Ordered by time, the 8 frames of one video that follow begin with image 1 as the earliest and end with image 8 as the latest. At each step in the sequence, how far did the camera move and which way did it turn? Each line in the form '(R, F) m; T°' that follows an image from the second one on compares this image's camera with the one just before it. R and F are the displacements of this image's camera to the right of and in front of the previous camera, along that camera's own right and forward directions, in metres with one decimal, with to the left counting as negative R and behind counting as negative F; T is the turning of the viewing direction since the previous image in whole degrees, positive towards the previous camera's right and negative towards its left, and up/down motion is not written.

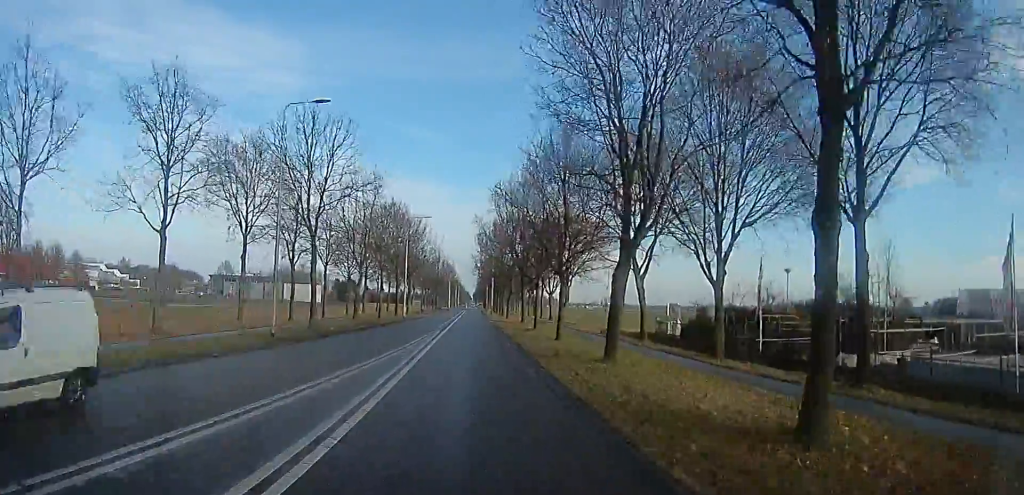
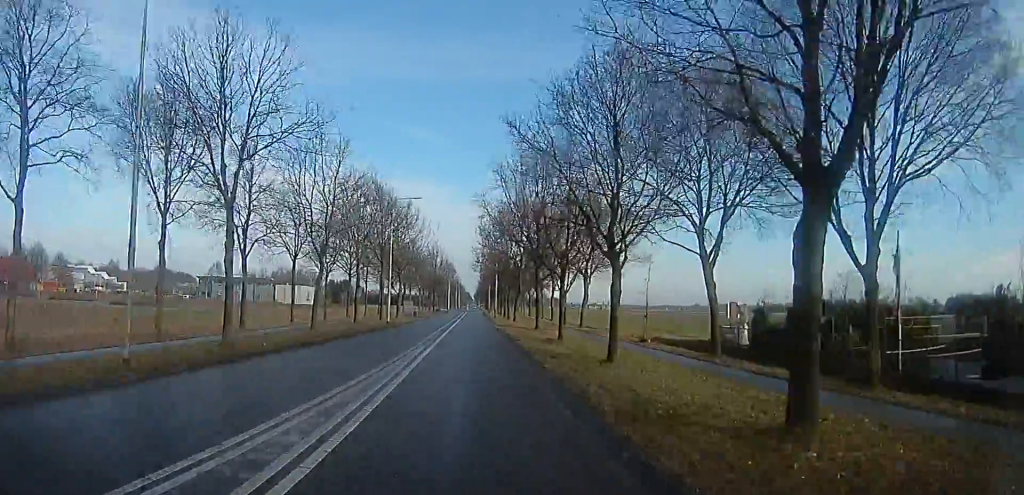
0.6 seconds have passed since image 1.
(-0.2, +10.0) m; 0°
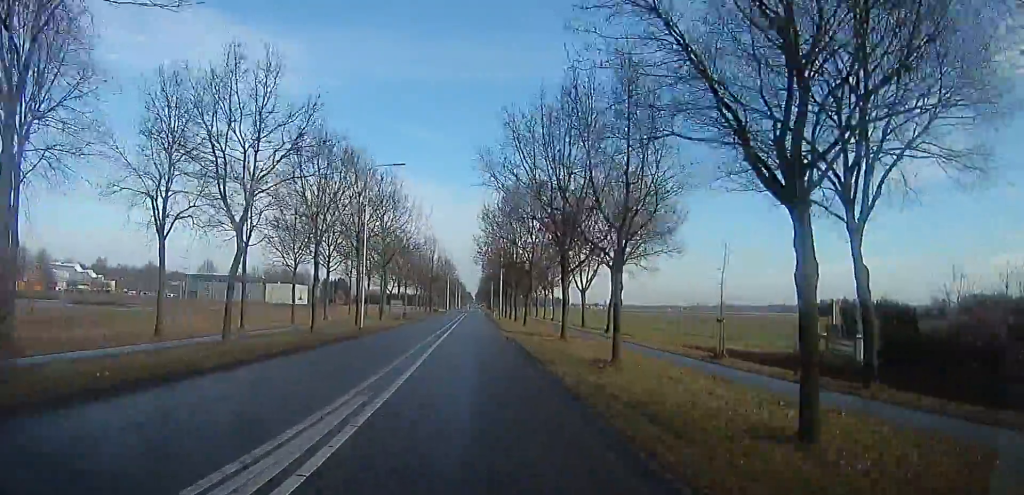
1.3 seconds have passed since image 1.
(-0.1, +10.1) m; 0°
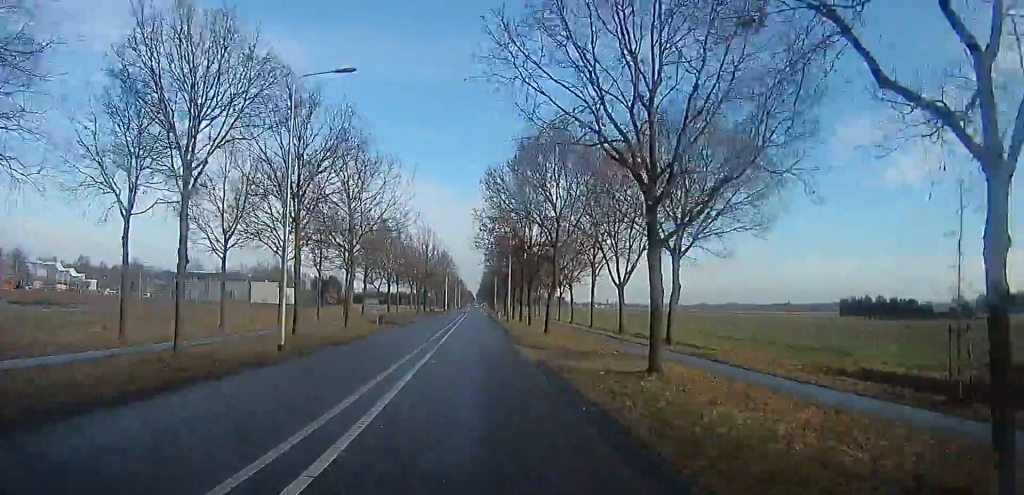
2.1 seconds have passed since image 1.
(+0.3, +13.1) m; +1°
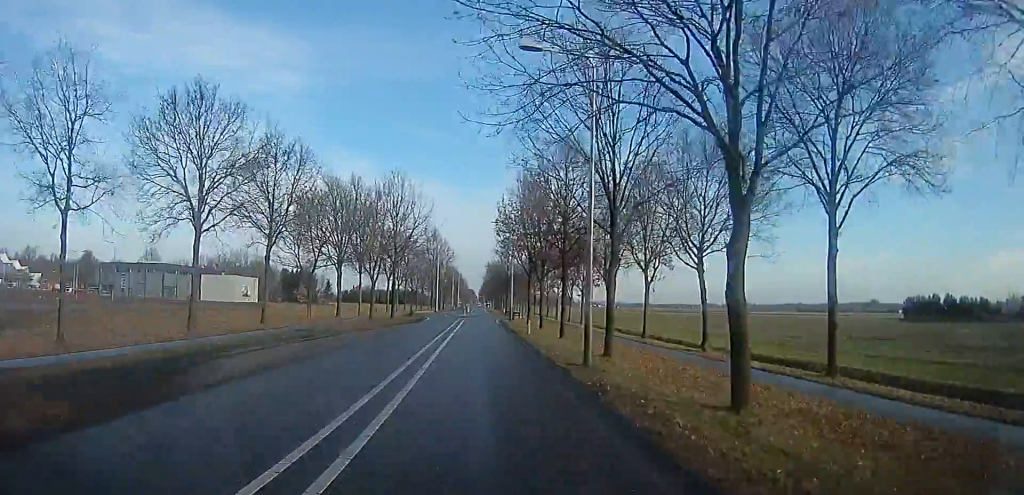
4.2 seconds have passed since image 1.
(-0.9, +34.2) m; -2°
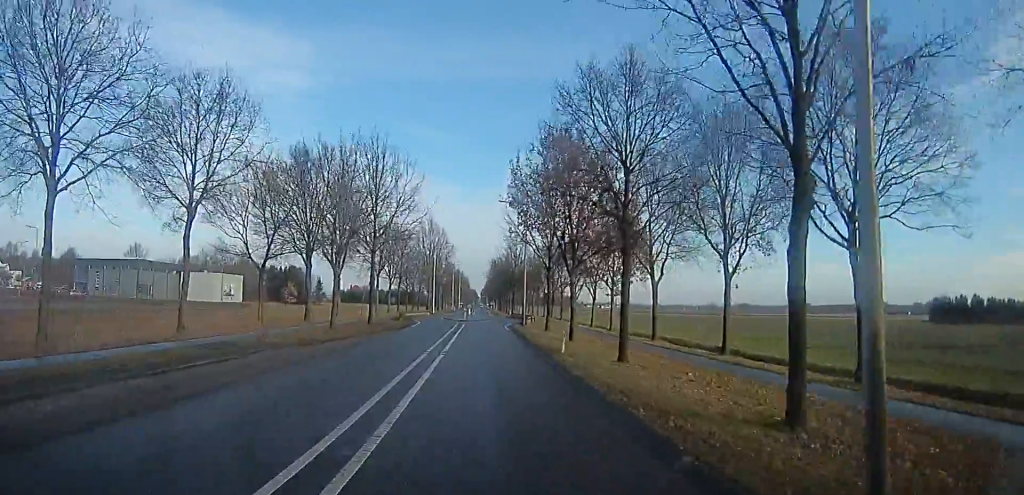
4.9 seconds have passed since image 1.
(+0.2, +11.5) m; +1°
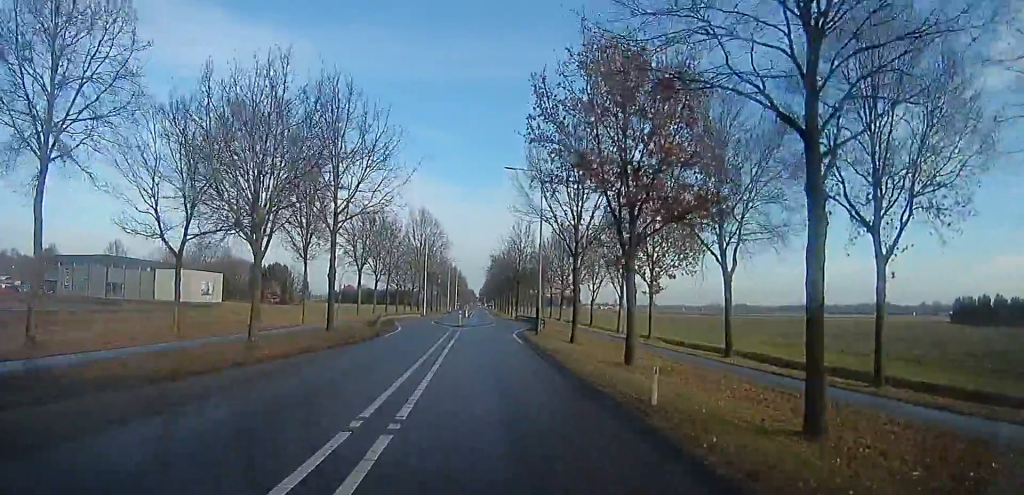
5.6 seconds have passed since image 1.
(0.0, +10.7) m; 0°
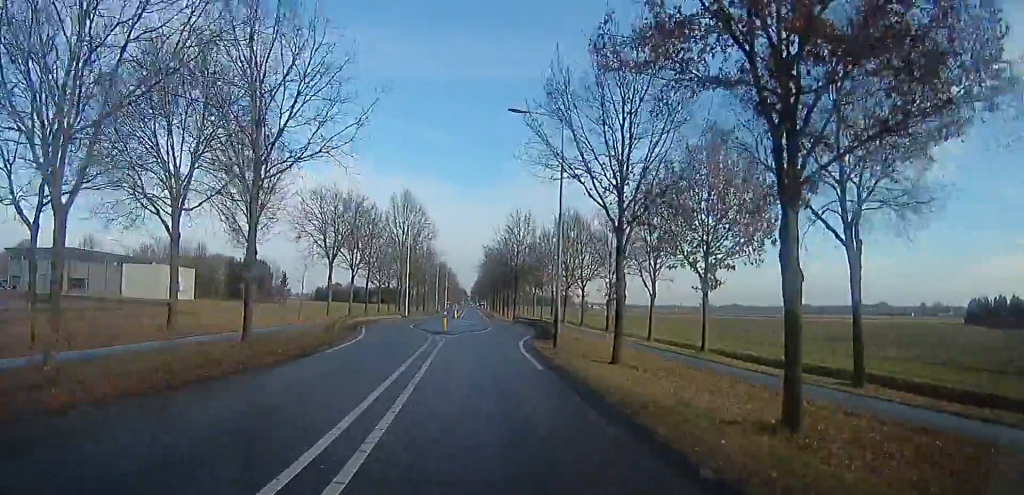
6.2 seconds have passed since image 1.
(0.0, +9.8) m; 0°
